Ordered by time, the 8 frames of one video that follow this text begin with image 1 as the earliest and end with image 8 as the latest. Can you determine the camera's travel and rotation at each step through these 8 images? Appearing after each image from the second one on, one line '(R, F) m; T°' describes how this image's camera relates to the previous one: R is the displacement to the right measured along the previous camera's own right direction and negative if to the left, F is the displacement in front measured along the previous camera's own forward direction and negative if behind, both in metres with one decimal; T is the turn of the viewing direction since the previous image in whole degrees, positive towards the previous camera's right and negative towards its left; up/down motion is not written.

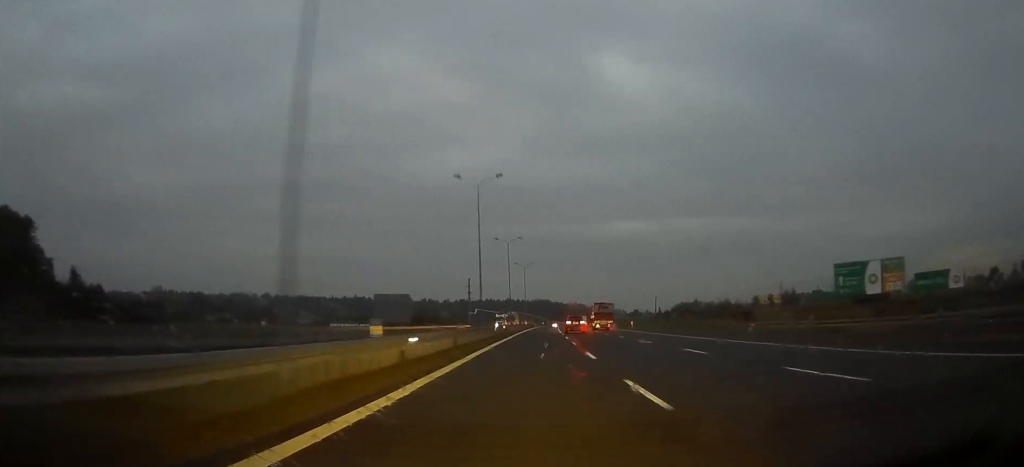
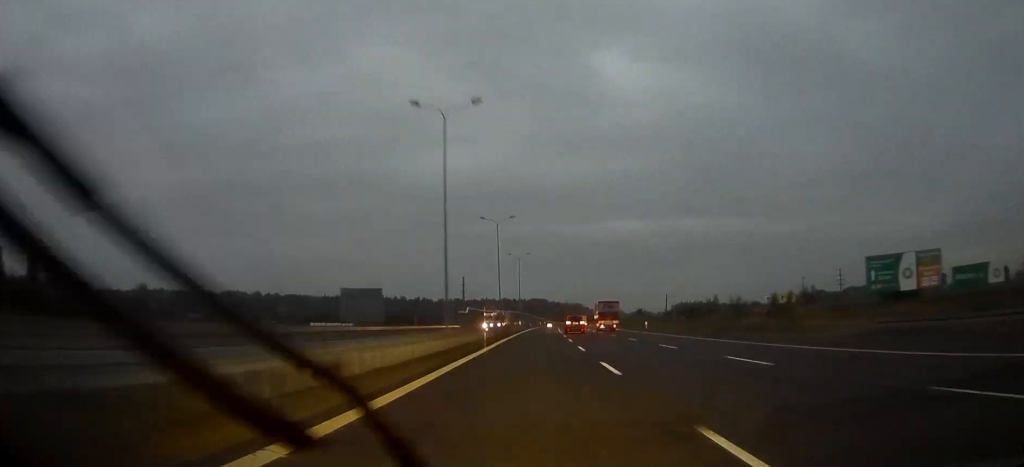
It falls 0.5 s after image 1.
(0.0, +18.6) m; 0°
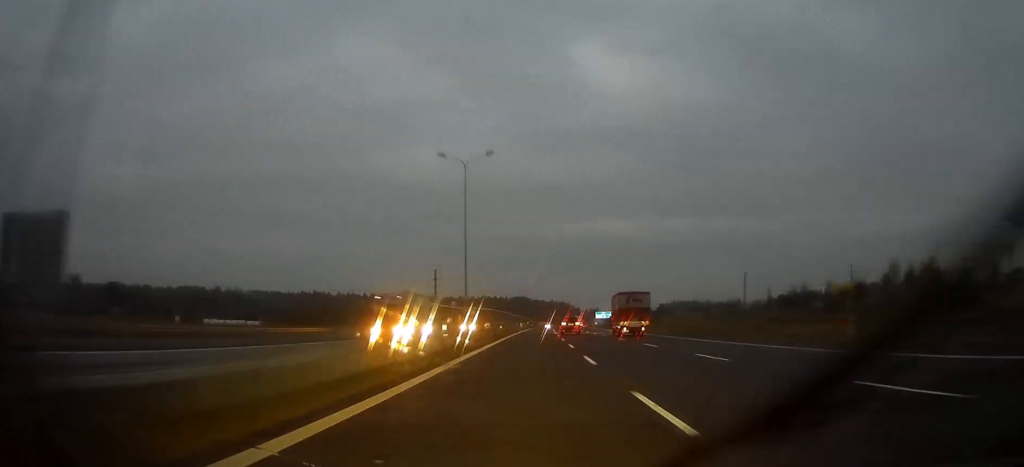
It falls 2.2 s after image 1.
(+0.8, +69.1) m; +1°
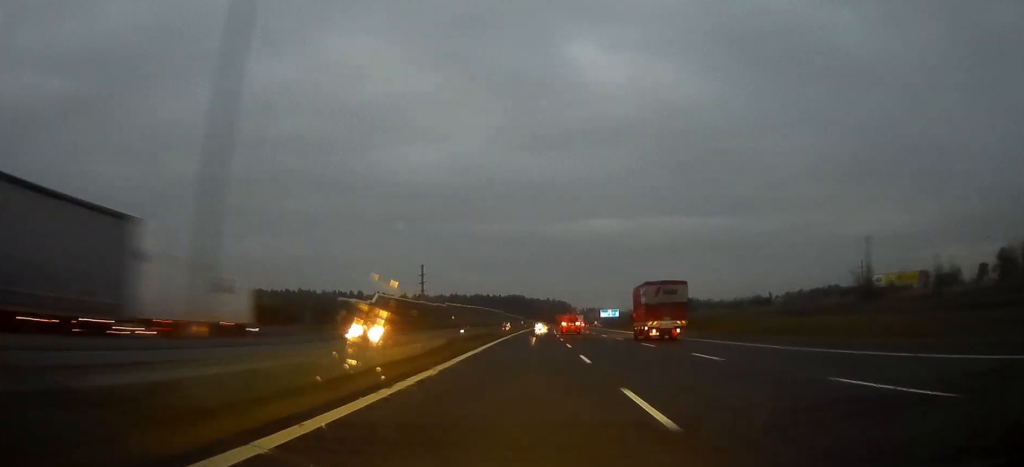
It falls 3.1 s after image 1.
(+0.1, +35.9) m; 0°
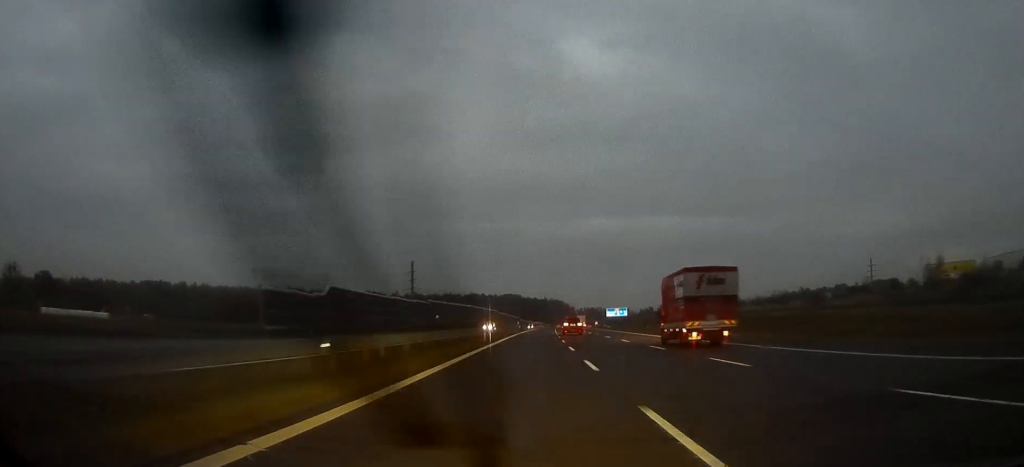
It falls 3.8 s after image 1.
(+0.1, +26.7) m; 0°
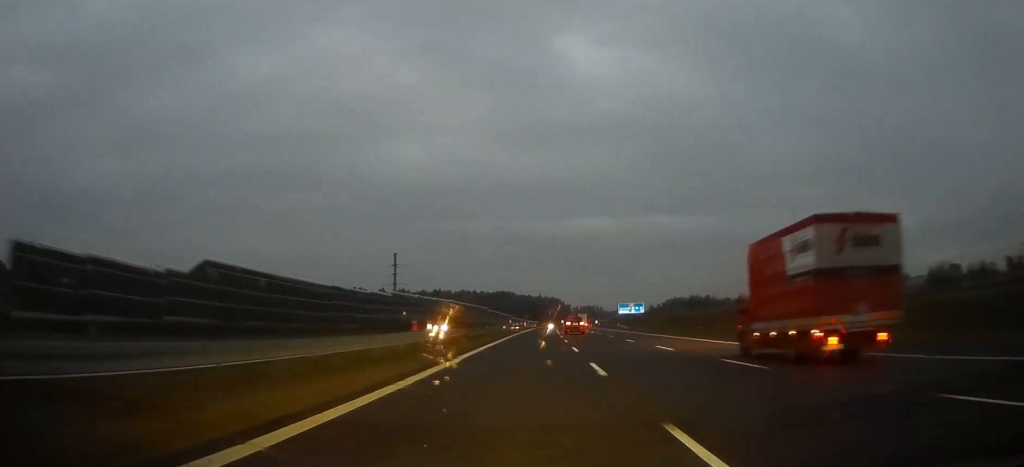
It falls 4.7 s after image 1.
(+0.2, +37.5) m; +1°
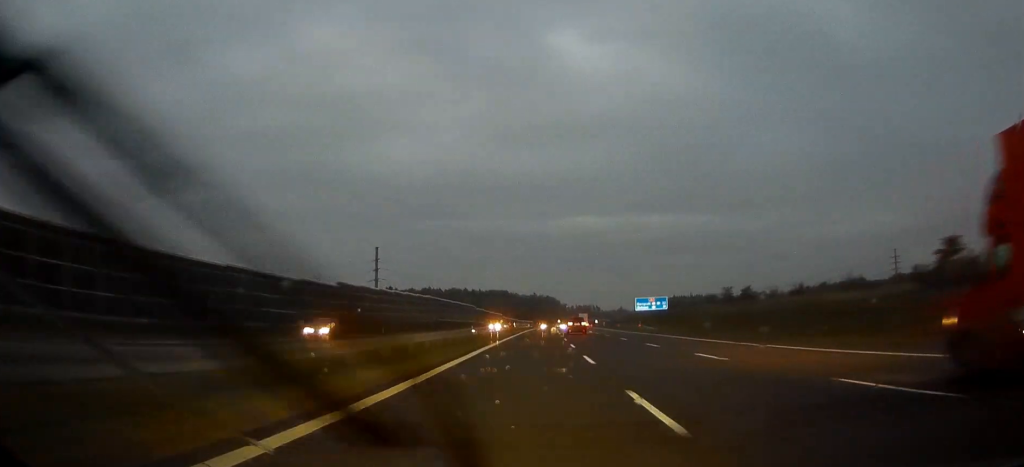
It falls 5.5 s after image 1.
(+0.2, +32.2) m; 0°
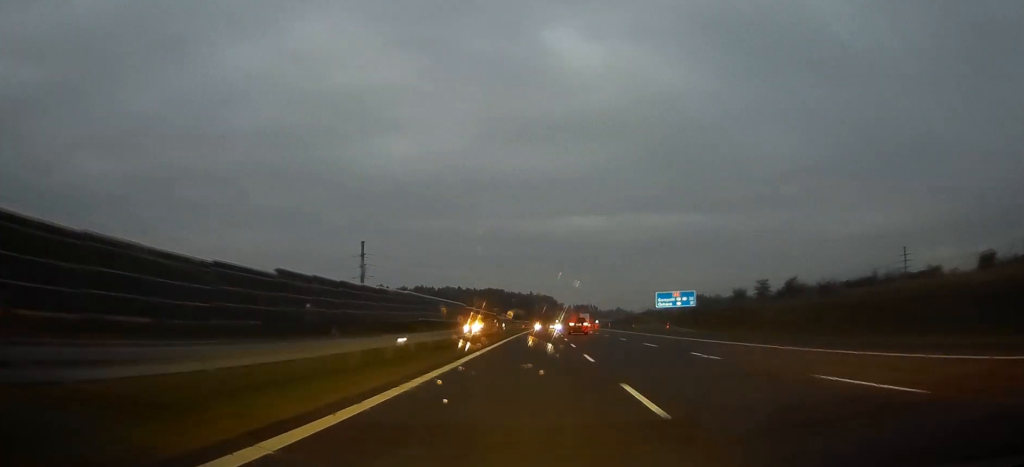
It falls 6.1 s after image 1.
(0.0, +22.9) m; 0°
